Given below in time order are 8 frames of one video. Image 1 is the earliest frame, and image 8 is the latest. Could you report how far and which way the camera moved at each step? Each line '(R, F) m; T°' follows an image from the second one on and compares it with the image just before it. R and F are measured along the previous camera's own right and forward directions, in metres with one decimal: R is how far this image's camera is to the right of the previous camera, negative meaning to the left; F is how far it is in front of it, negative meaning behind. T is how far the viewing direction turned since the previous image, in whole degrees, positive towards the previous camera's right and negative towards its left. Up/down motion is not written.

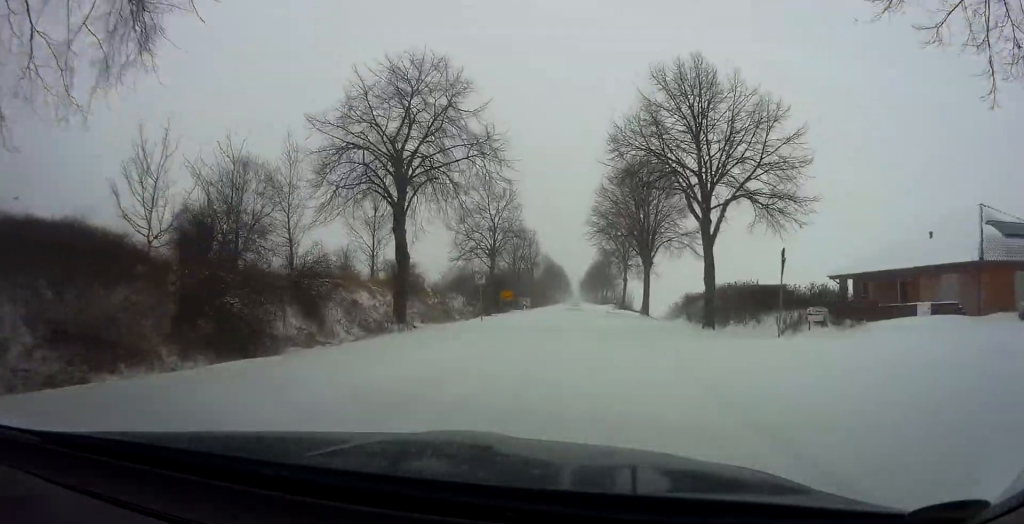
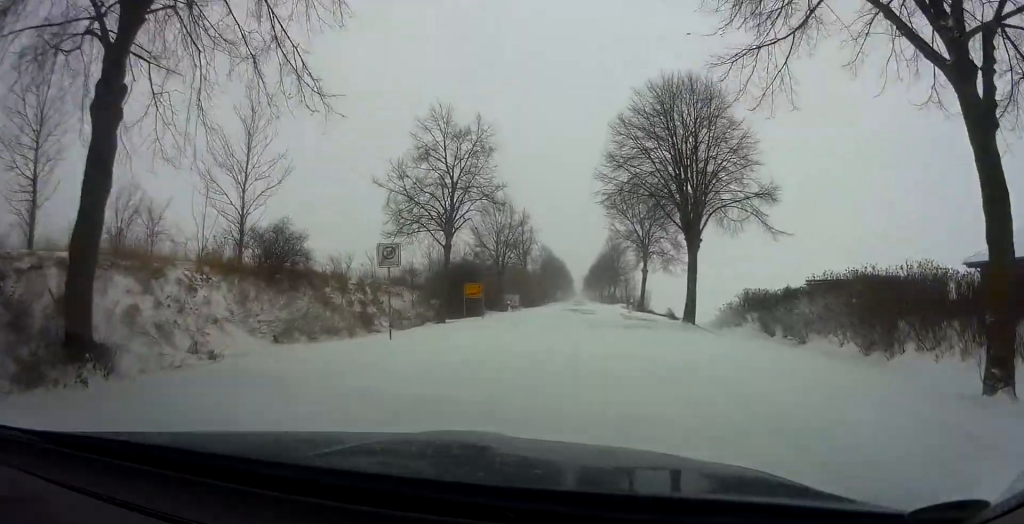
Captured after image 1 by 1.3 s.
(-0.2, +16.7) m; -2°
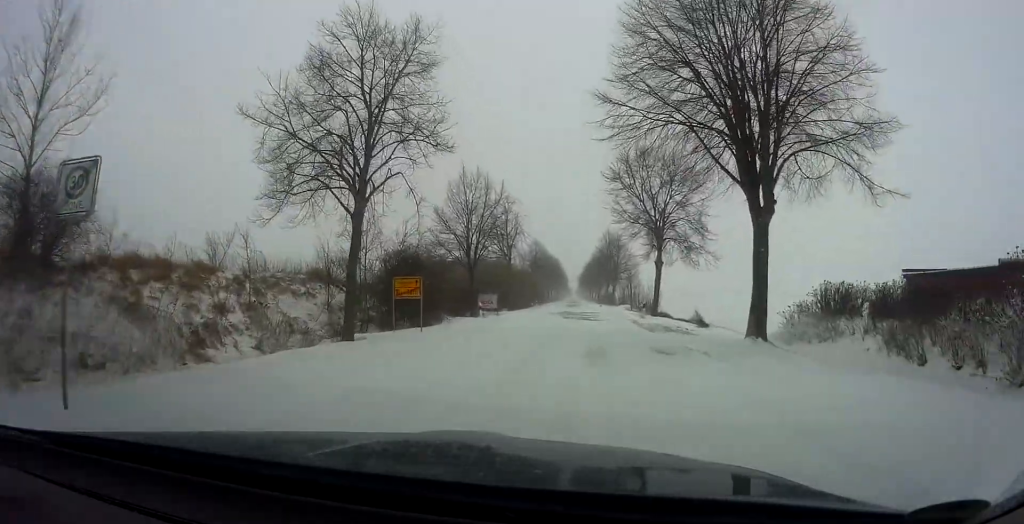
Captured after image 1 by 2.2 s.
(-0.2, +11.8) m; +1°
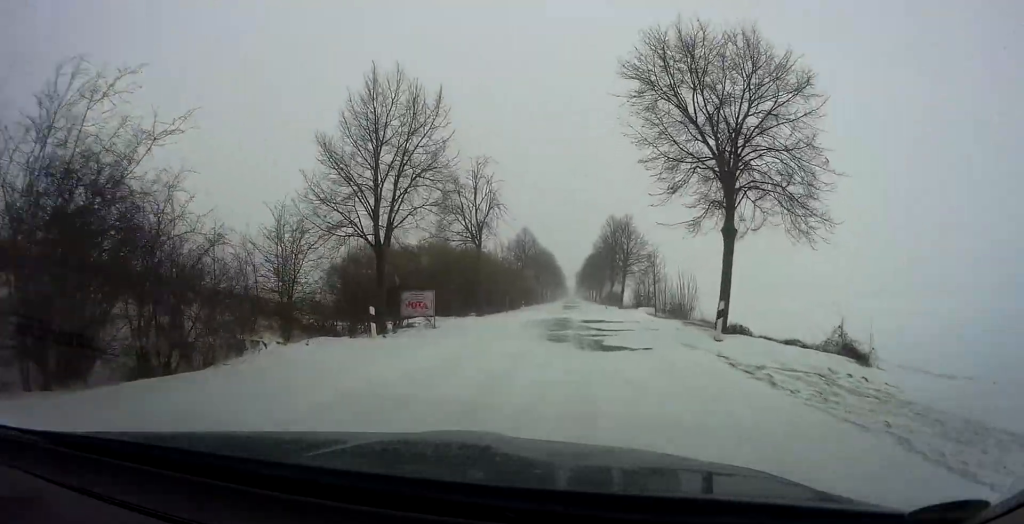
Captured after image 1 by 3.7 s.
(+0.6, +18.2) m; +2°
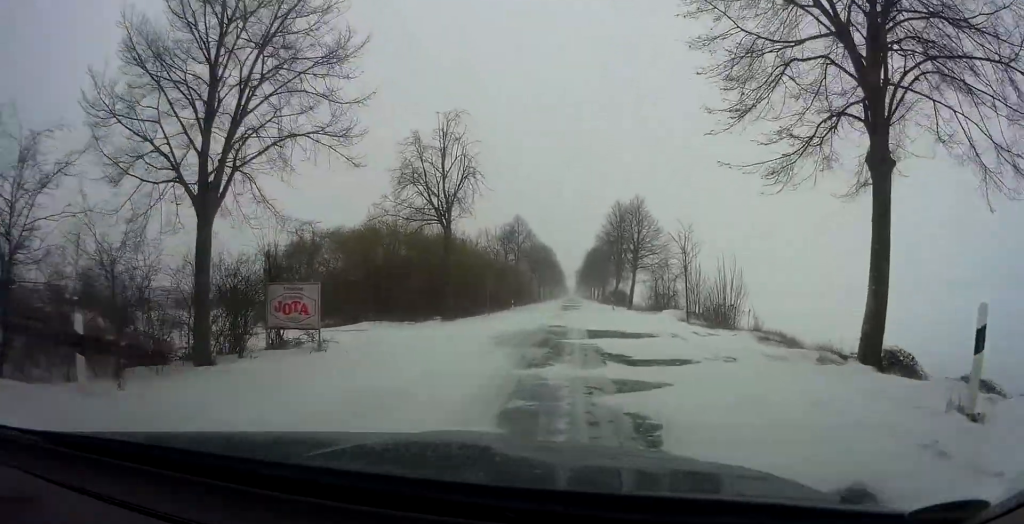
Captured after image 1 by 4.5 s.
(0.0, +10.7) m; -1°
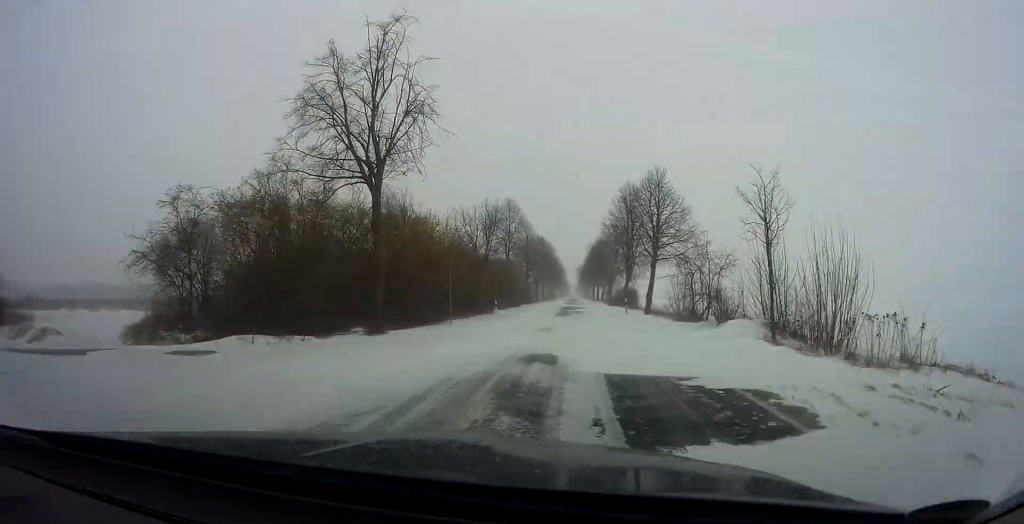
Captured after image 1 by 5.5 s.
(-0.4, +11.8) m; 0°
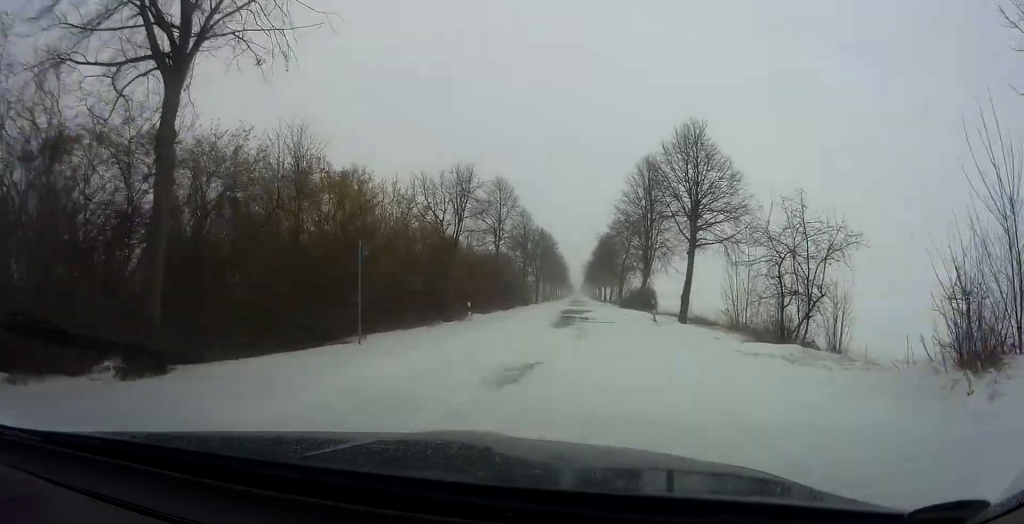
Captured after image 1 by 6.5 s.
(+0.4, +11.9) m; 0°
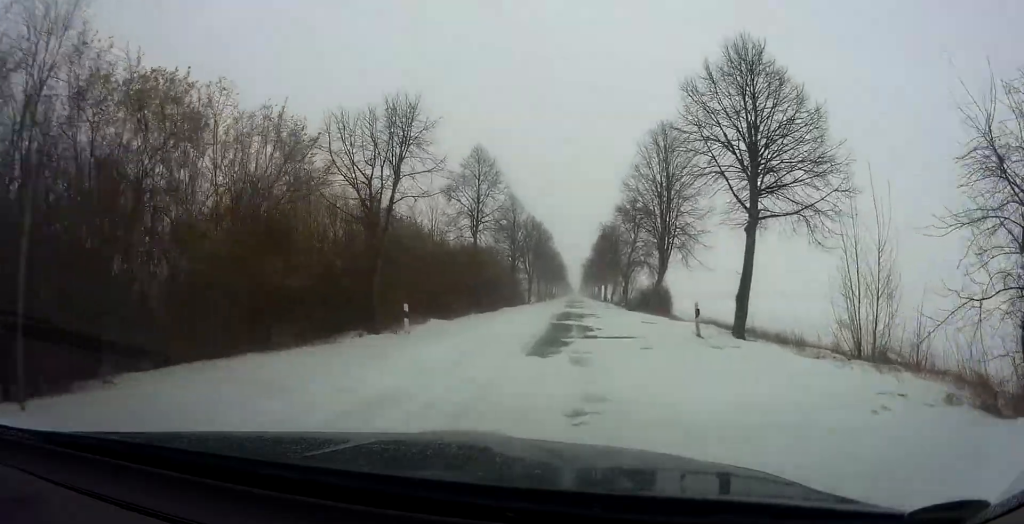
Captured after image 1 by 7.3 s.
(-0.4, +10.3) m; -3°
